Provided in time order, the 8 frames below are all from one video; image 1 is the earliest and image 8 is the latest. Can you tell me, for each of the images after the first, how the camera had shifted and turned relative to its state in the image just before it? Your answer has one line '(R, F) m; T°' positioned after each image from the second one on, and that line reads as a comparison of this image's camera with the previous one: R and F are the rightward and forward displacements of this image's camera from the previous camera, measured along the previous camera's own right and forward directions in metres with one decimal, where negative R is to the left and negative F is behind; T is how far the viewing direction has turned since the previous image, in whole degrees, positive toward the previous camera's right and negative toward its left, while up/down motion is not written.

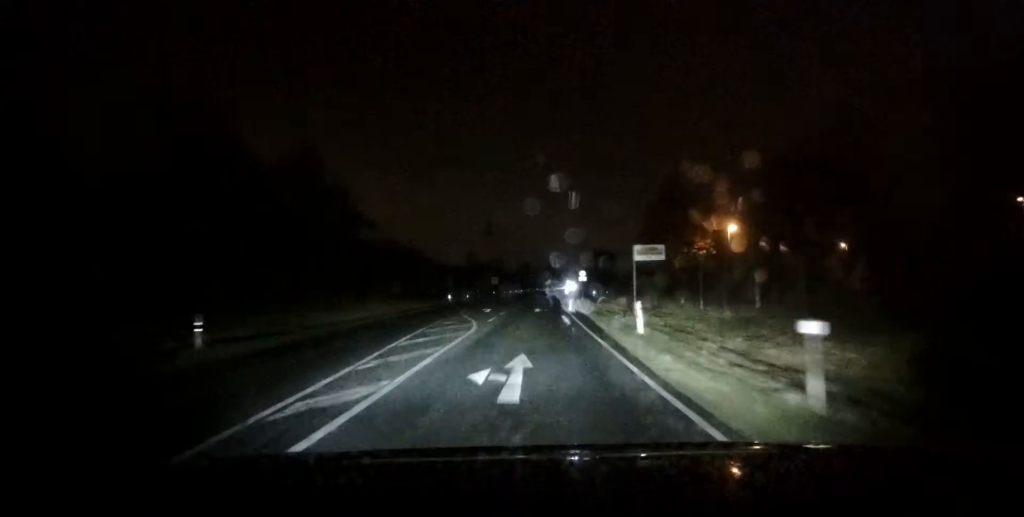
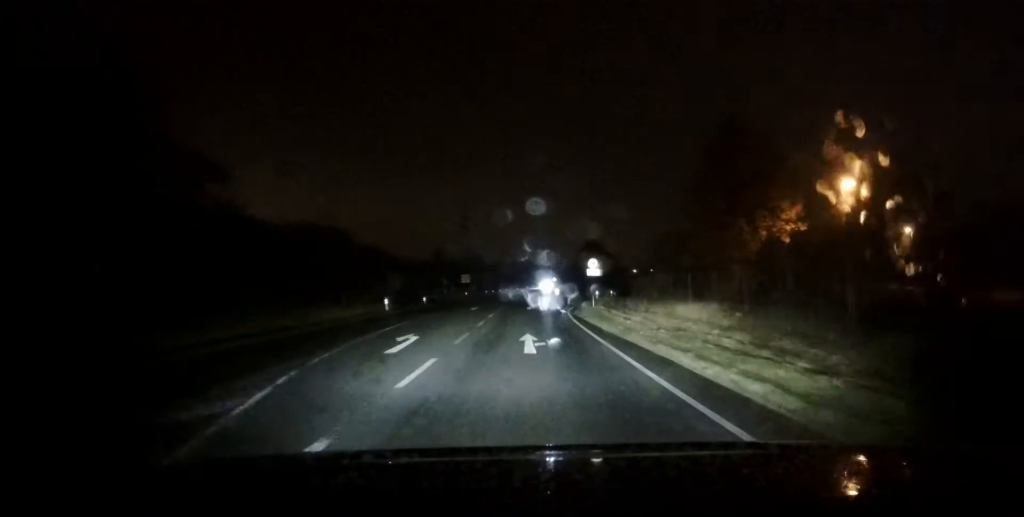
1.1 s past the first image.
(+0.3, +21.1) m; +1°
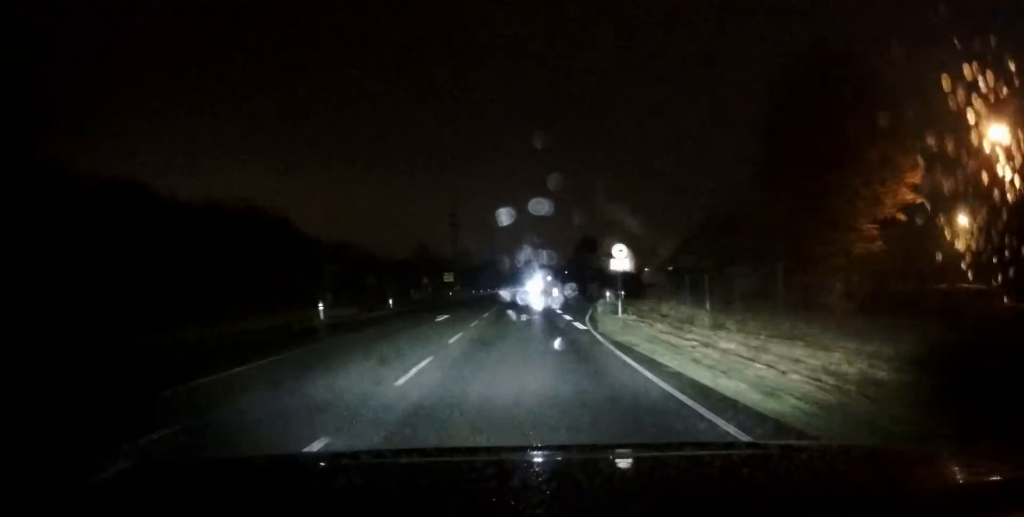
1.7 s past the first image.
(0.0, +11.9) m; +1°
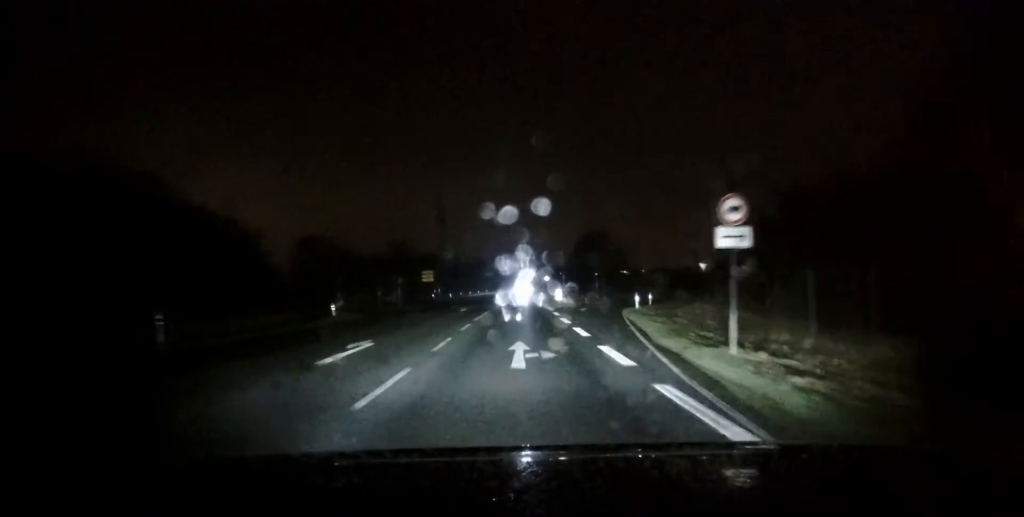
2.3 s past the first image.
(+0.1, +13.3) m; +1°
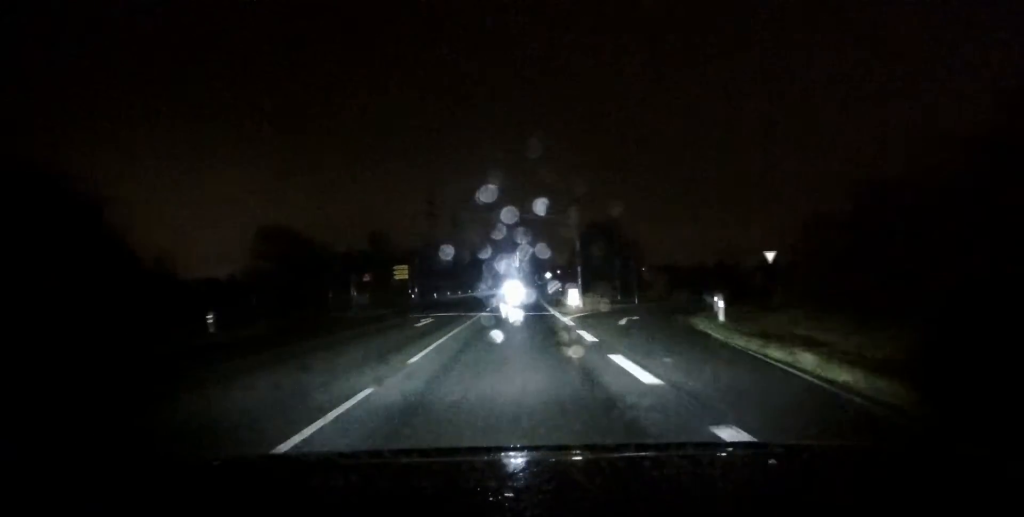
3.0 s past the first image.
(+0.2, +13.9) m; 0°
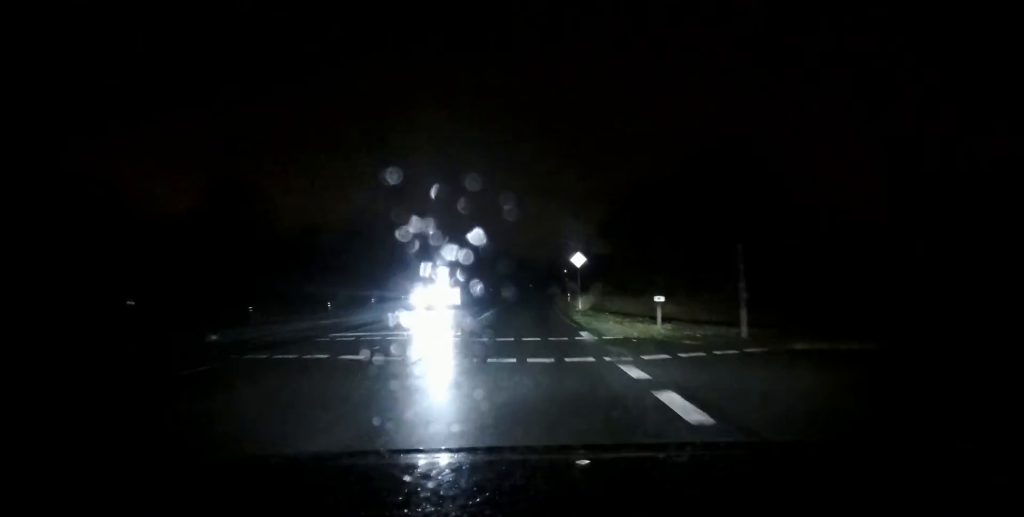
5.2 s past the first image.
(+0.1, +43.8) m; +1°
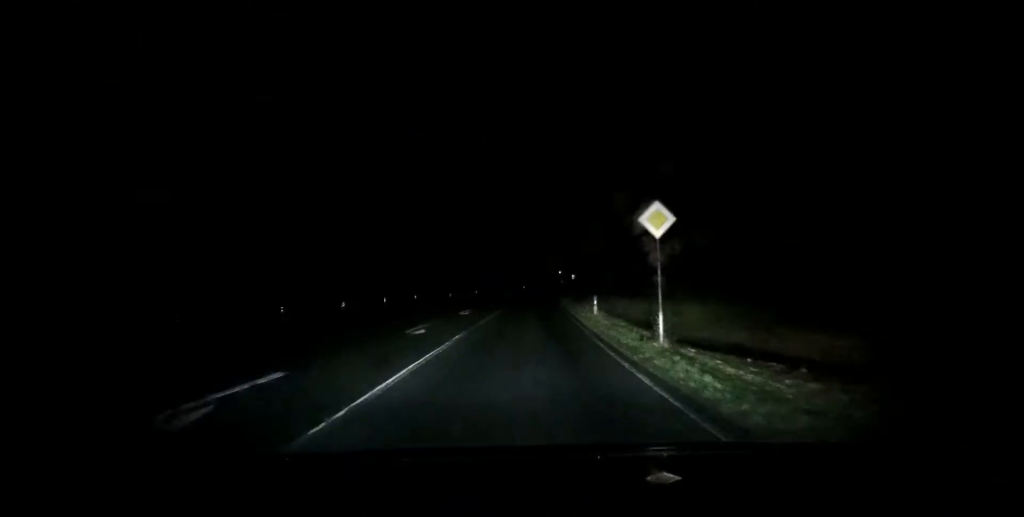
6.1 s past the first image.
(+0.3, +17.8) m; +1°
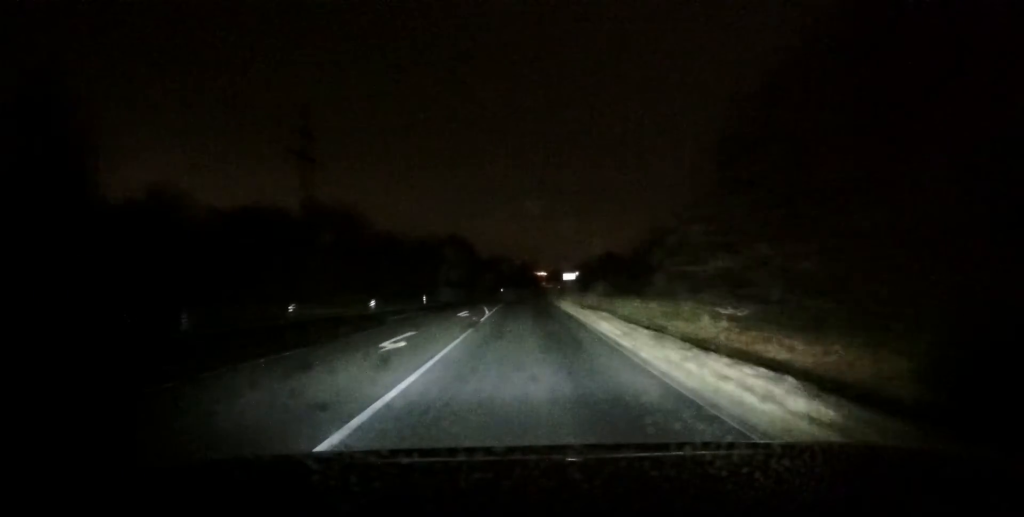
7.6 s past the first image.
(+0.2, +29.6) m; +1°
